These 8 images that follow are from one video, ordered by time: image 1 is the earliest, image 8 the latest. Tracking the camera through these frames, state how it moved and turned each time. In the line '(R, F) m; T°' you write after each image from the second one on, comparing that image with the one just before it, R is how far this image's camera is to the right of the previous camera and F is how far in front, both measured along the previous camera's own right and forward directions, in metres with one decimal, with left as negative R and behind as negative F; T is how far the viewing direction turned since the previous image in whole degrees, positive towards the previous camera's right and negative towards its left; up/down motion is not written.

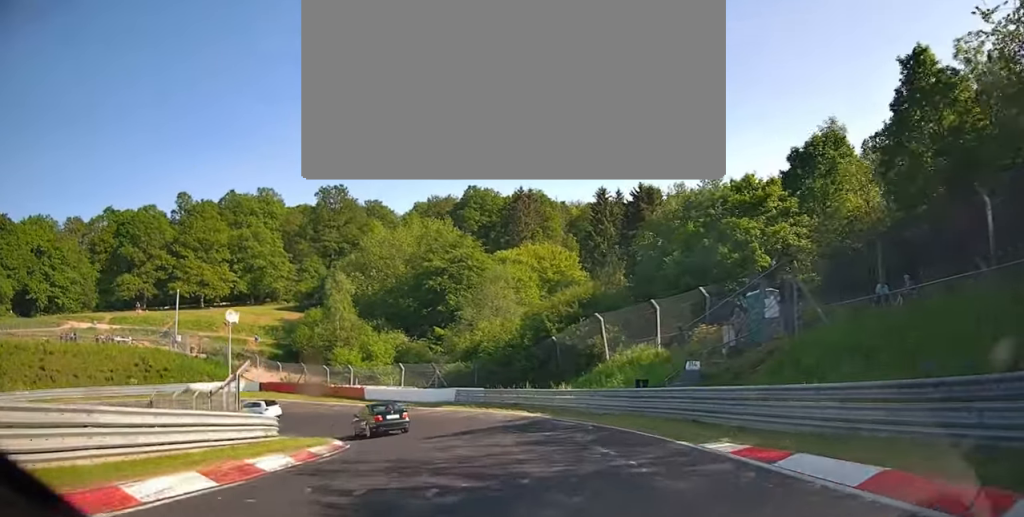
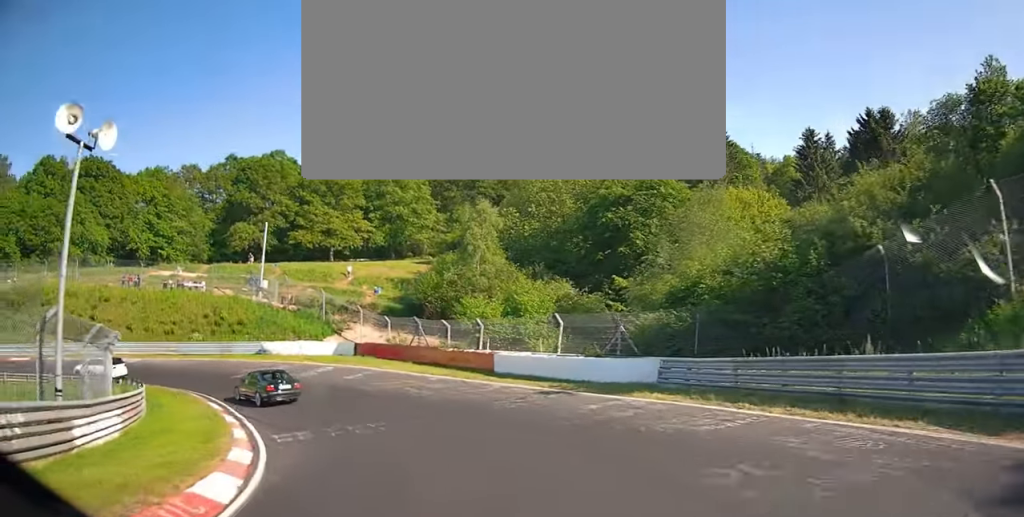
(-1.6, +18.3) m; -23°
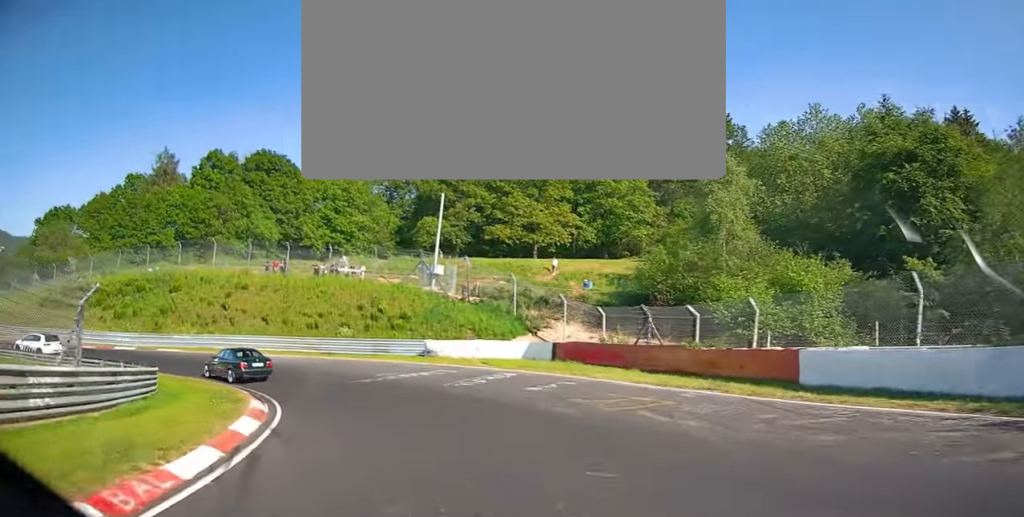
(-2.4, +11.2) m; -27°
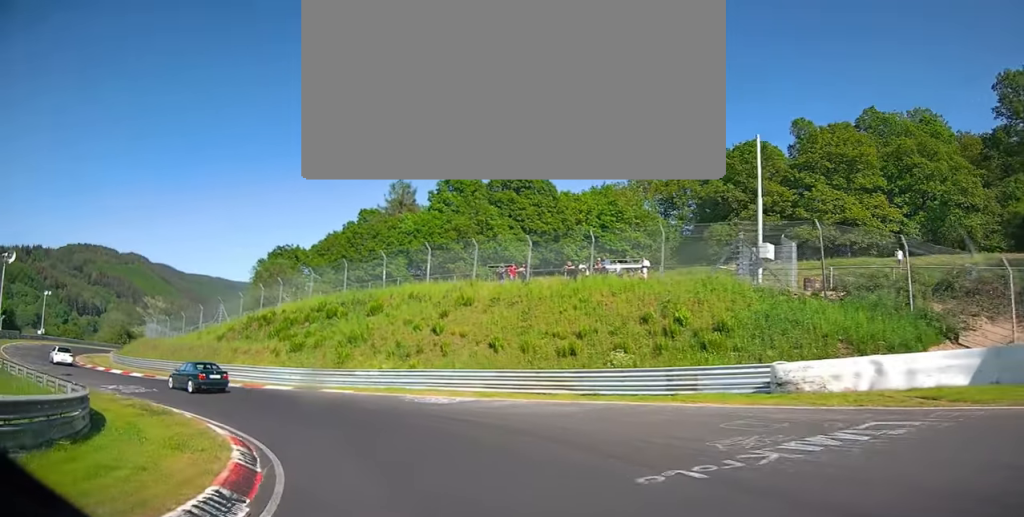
(-4.9, +14.1) m; -34°
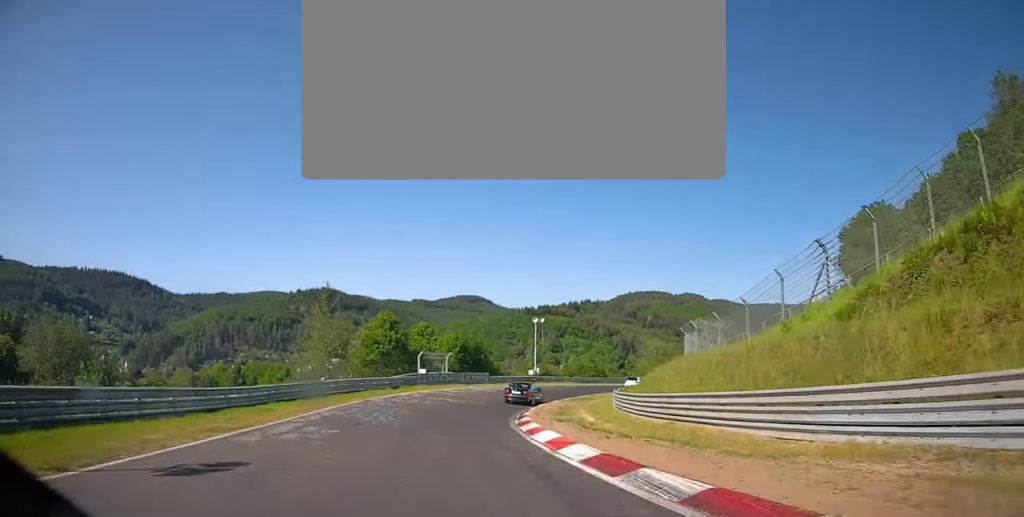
(-12.7, +31.5) m; -30°
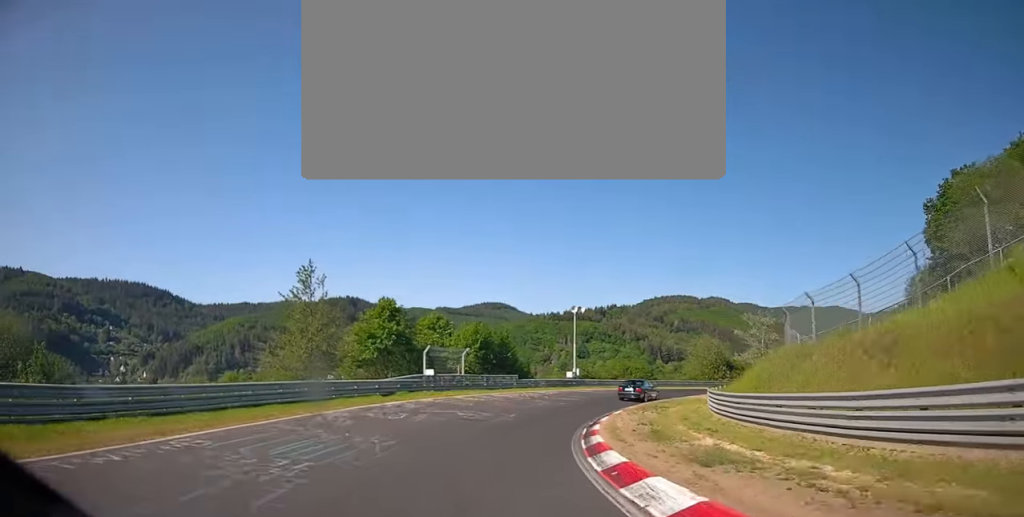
(-0.2, +13.3) m; +4°
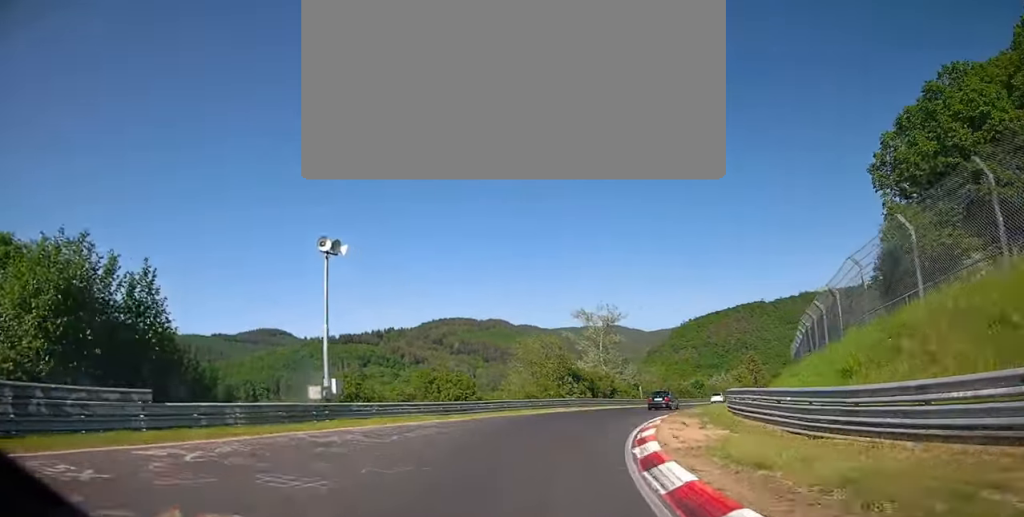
(+3.2, +30.3) m; +17°
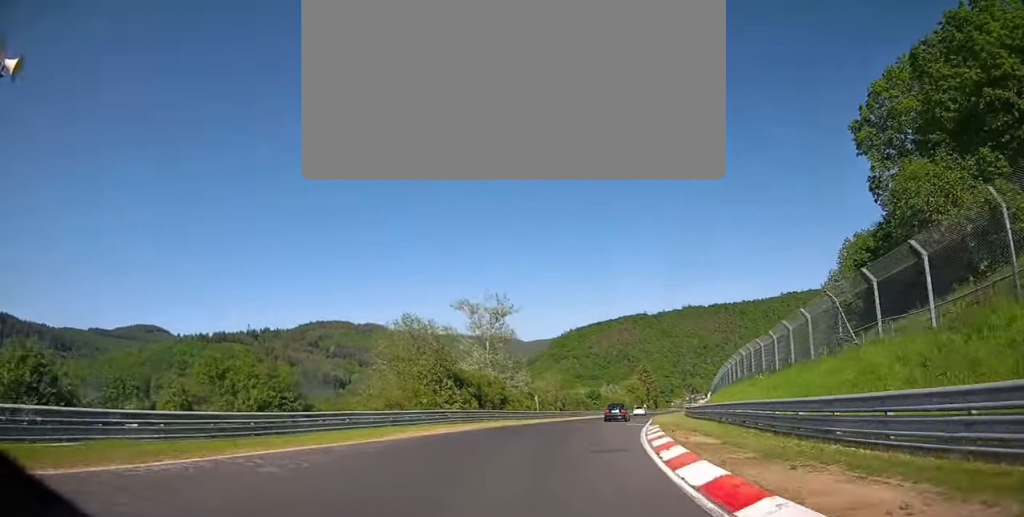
(+1.7, +15.5) m; +9°
